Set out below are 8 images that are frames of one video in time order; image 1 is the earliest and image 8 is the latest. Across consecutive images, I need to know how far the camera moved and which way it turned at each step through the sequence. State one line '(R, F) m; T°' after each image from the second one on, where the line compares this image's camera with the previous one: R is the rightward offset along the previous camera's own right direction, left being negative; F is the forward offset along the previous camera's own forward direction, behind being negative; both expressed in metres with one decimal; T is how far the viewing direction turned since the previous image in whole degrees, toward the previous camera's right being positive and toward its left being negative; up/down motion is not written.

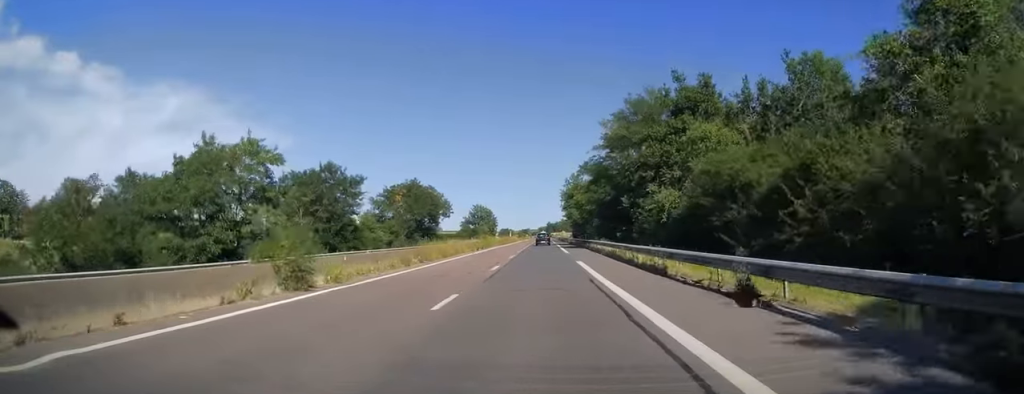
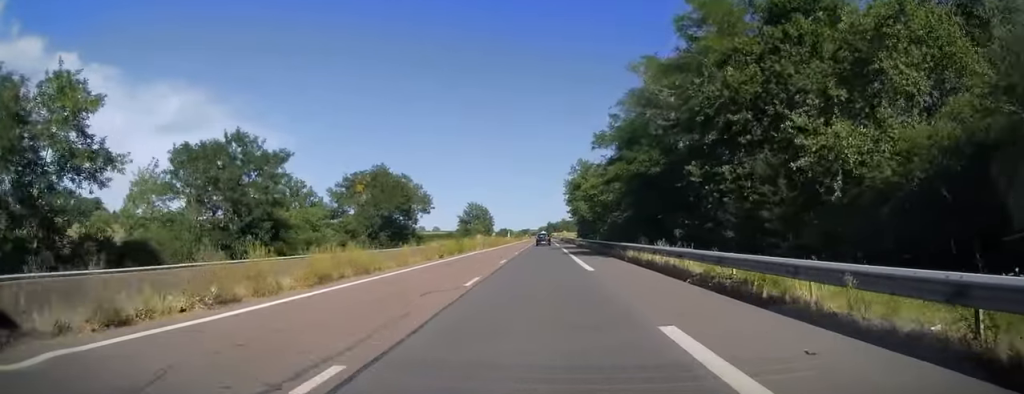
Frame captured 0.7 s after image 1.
(-0.2, +20.9) m; 0°
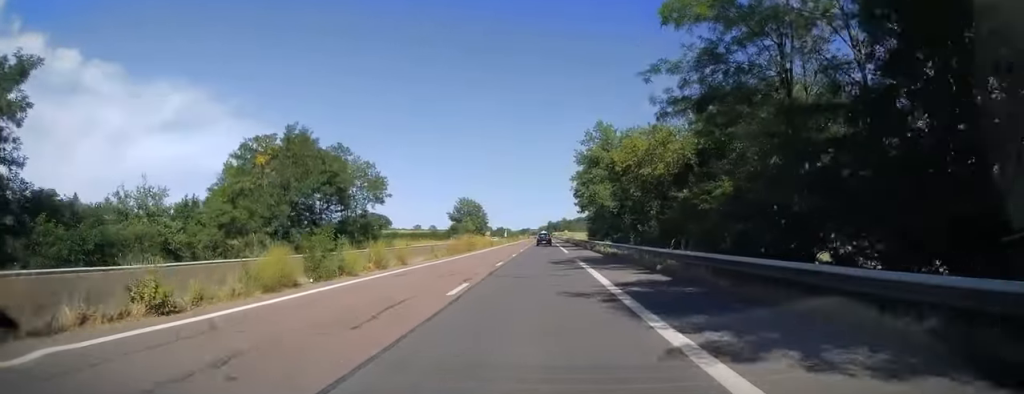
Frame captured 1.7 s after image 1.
(0.0, +28.7) m; +1°
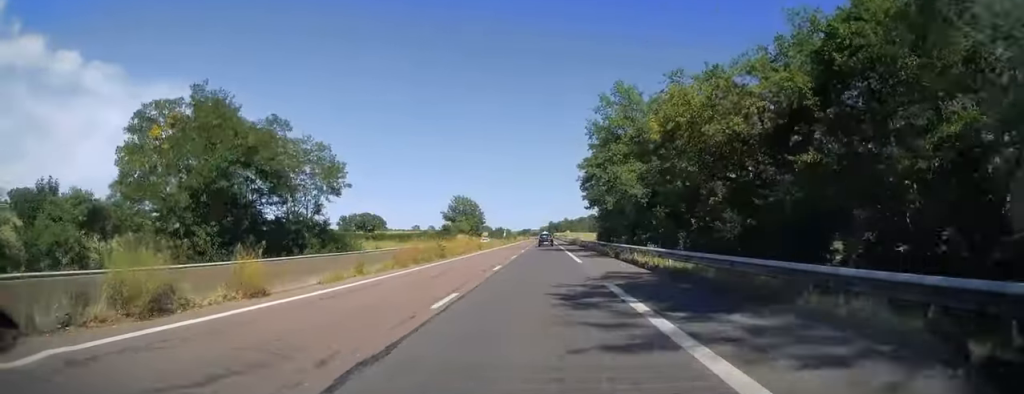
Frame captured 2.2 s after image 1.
(+0.1, +15.6) m; 0°
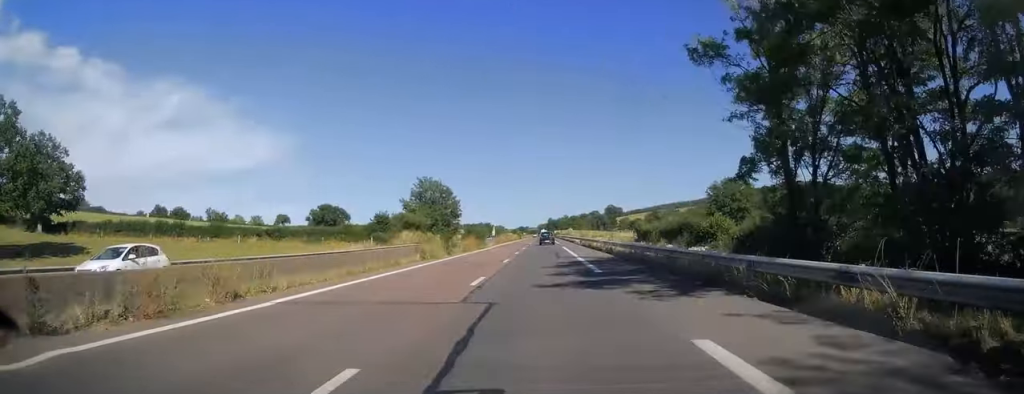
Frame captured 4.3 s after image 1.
(-0.2, +60.4) m; 0°
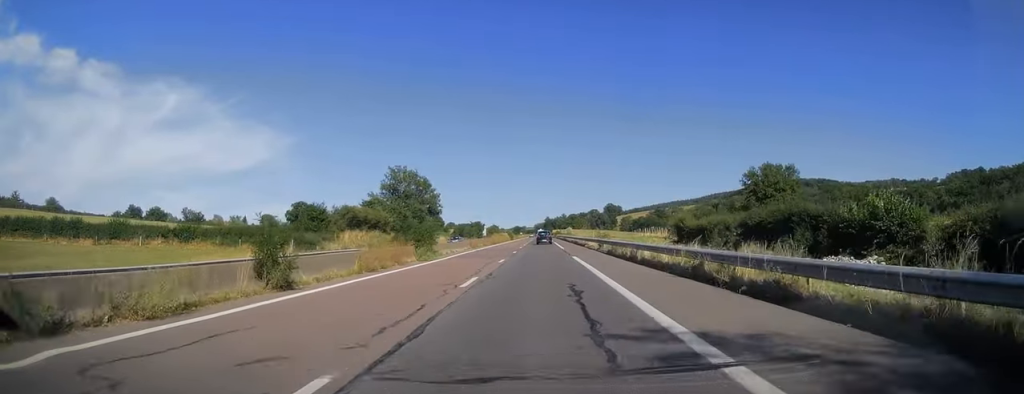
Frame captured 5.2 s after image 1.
(0.0, +26.3) m; 0°
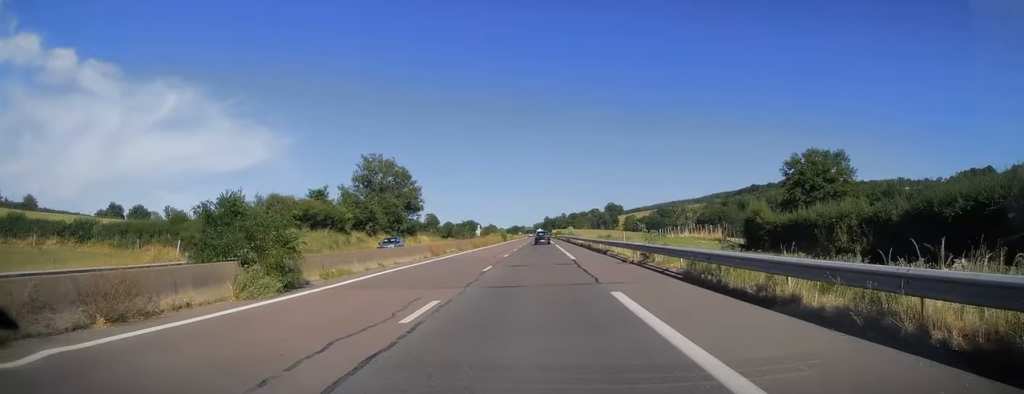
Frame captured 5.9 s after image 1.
(+0.1, +19.5) m; 0°
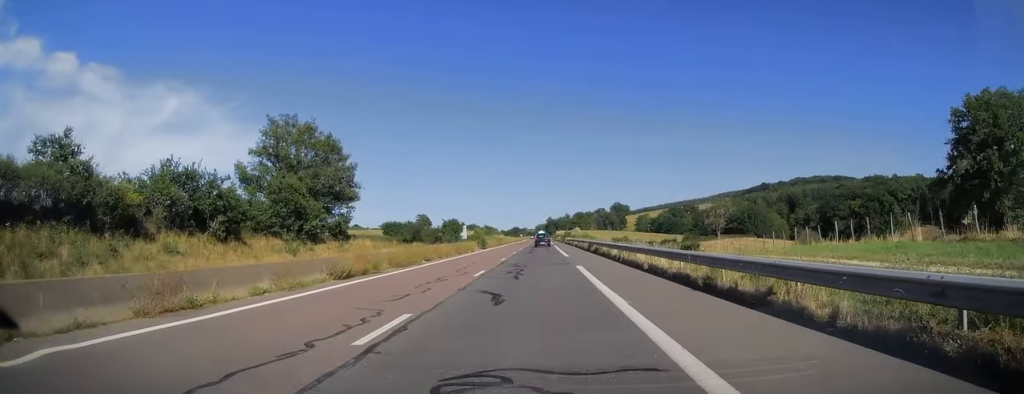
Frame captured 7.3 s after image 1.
(-0.1, +40.9) m; -1°
